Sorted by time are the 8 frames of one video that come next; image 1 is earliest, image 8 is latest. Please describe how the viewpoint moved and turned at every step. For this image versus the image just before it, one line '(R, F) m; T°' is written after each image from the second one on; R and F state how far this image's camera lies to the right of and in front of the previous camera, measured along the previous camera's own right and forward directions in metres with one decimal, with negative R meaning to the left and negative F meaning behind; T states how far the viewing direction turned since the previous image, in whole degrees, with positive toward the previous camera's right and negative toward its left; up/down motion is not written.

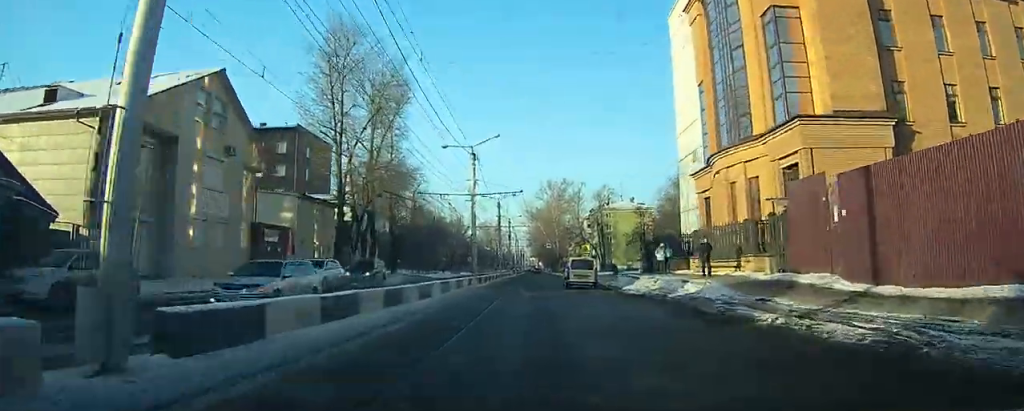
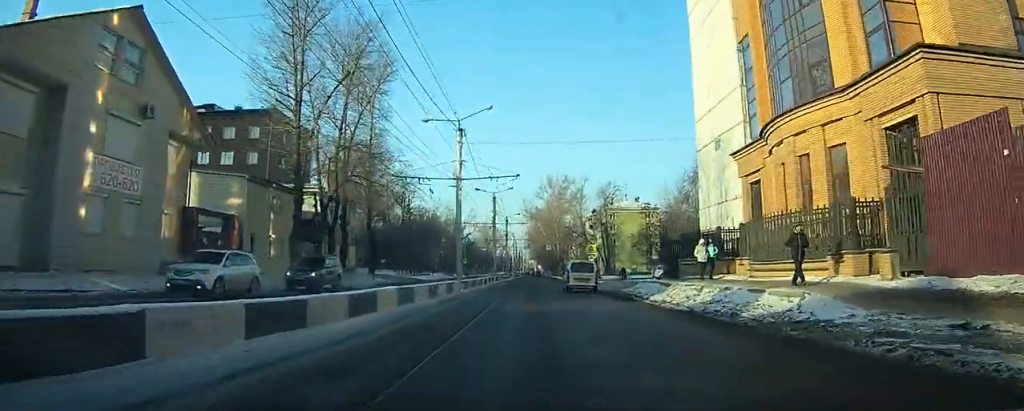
(0.0, +7.8) m; 0°
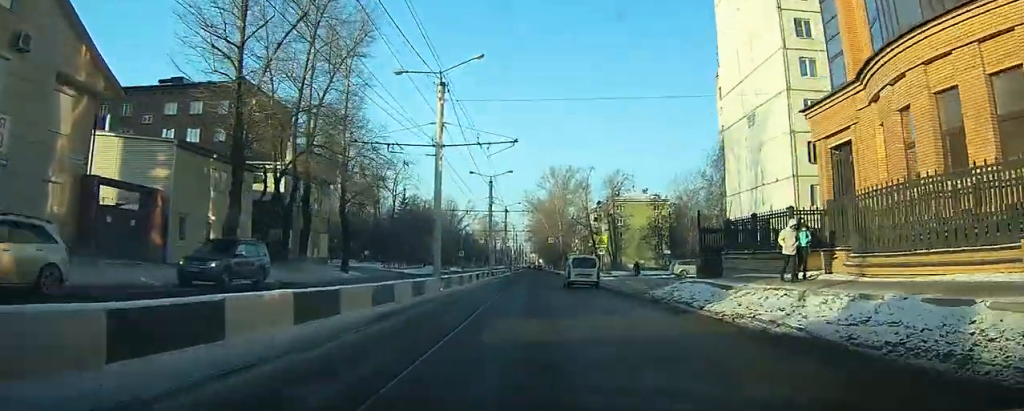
(0.0, +7.8) m; 0°
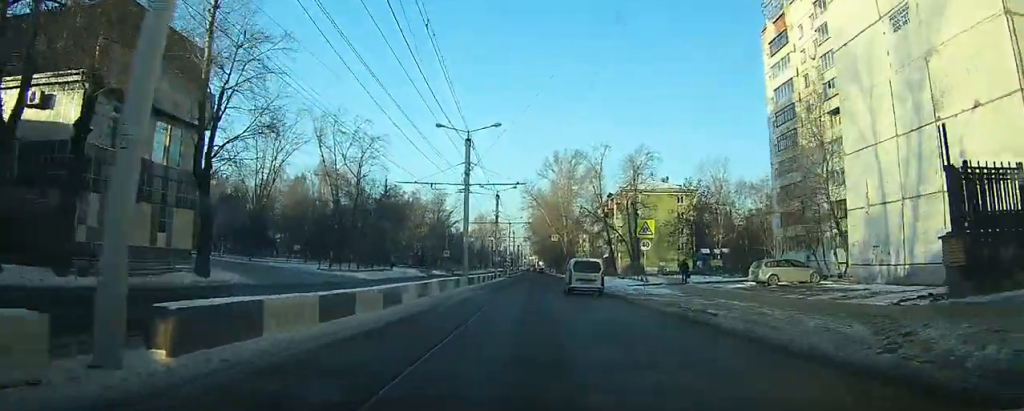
(-0.1, +19.9) m; 0°
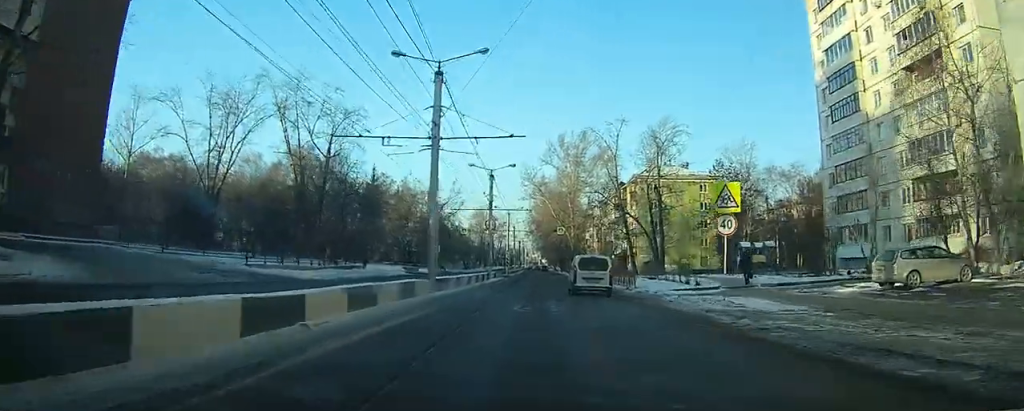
(0.0, +12.5) m; 0°
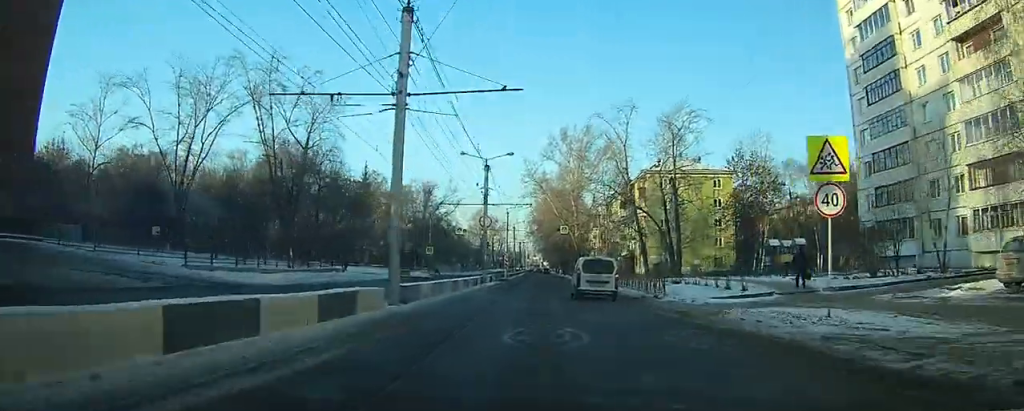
(0.0, +6.5) m; 0°
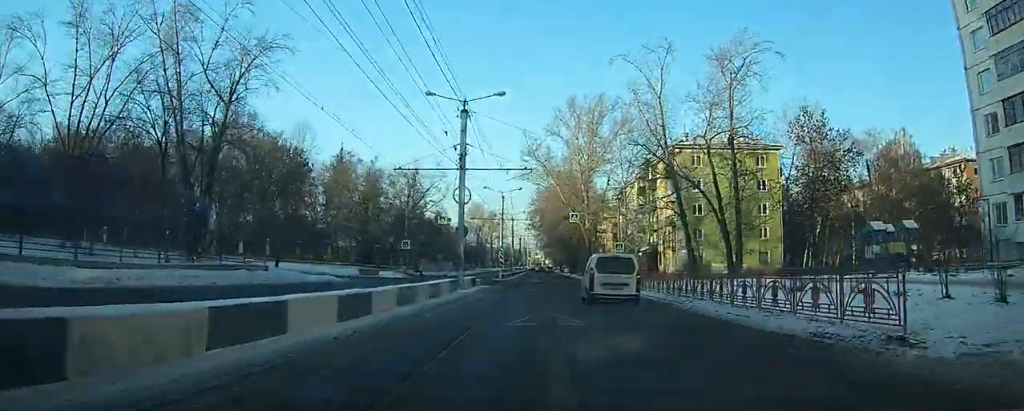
(0.0, +16.3) m; 0°
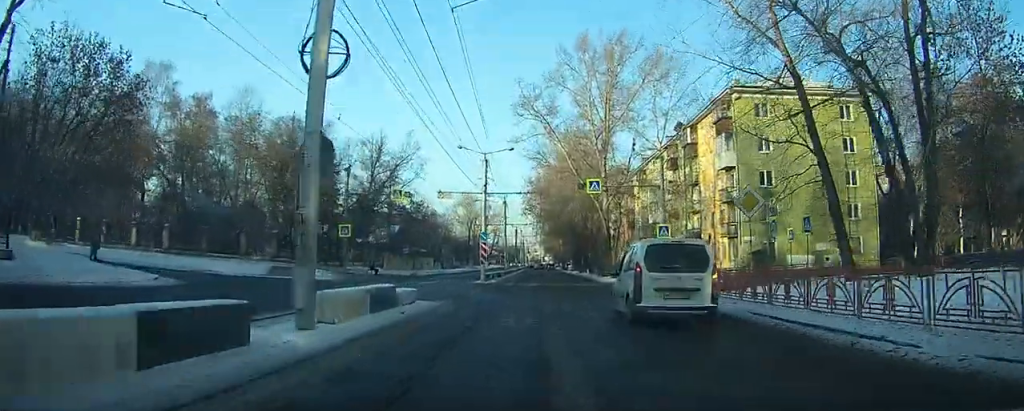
(-0.1, +22.6) m; -5°
